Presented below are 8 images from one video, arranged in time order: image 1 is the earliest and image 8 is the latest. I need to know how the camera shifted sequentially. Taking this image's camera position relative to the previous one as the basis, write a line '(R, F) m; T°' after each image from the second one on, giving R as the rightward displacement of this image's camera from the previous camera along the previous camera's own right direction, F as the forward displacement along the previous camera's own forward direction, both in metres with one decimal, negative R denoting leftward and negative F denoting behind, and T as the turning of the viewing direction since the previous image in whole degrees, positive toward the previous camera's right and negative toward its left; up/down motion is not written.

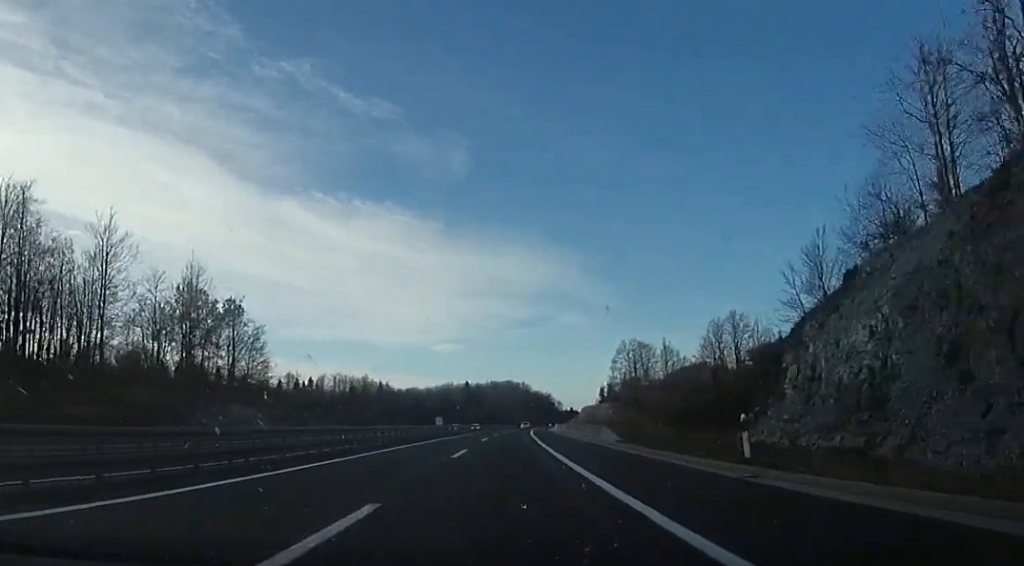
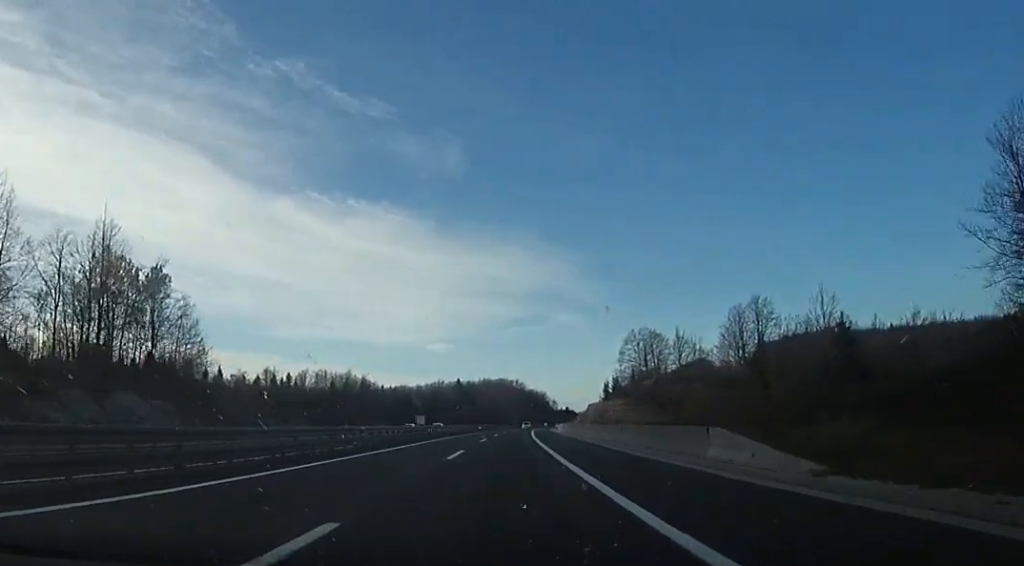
(-0.3, +20.4) m; +1°
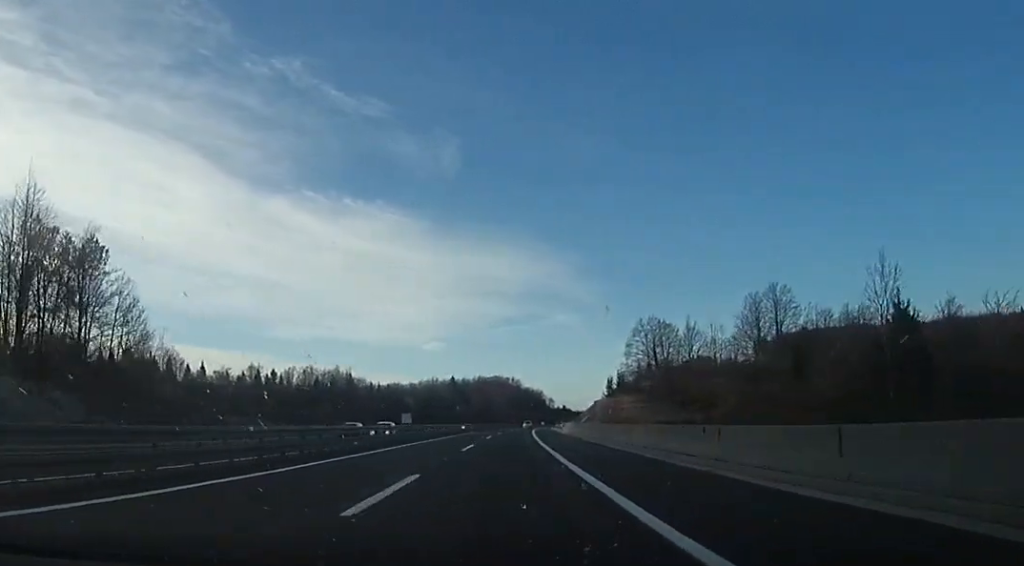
(+0.3, +12.8) m; +2°
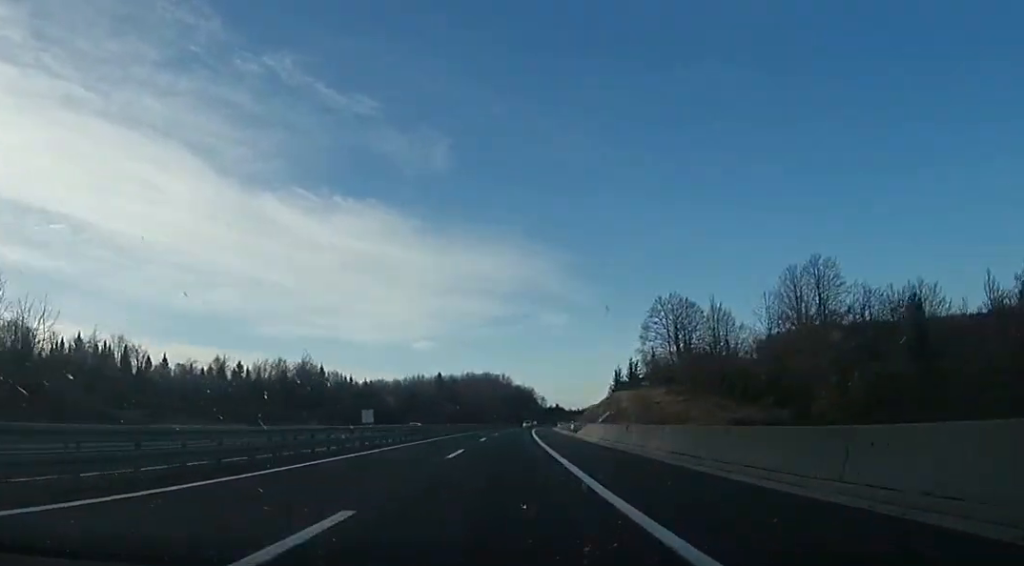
(+0.6, +24.1) m; +3°
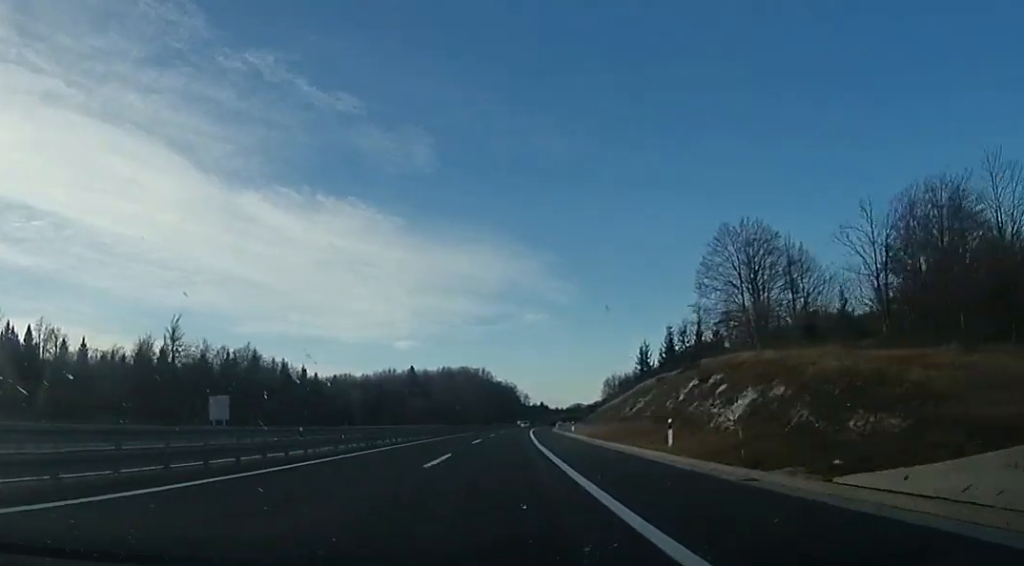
(+1.1, +42.2) m; +1°
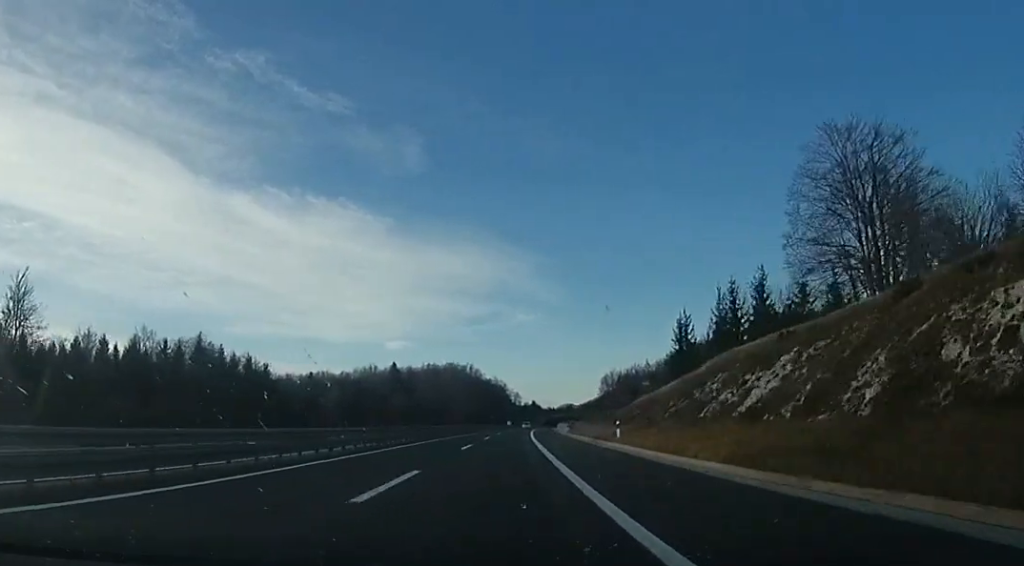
(0.0, +26.6) m; 0°
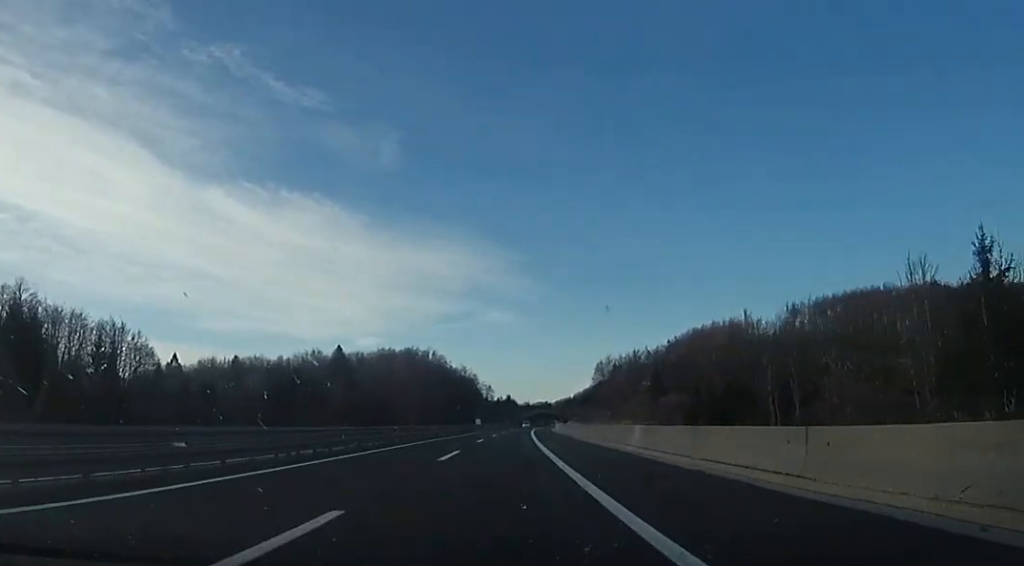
(+1.5, +64.1) m; +2°
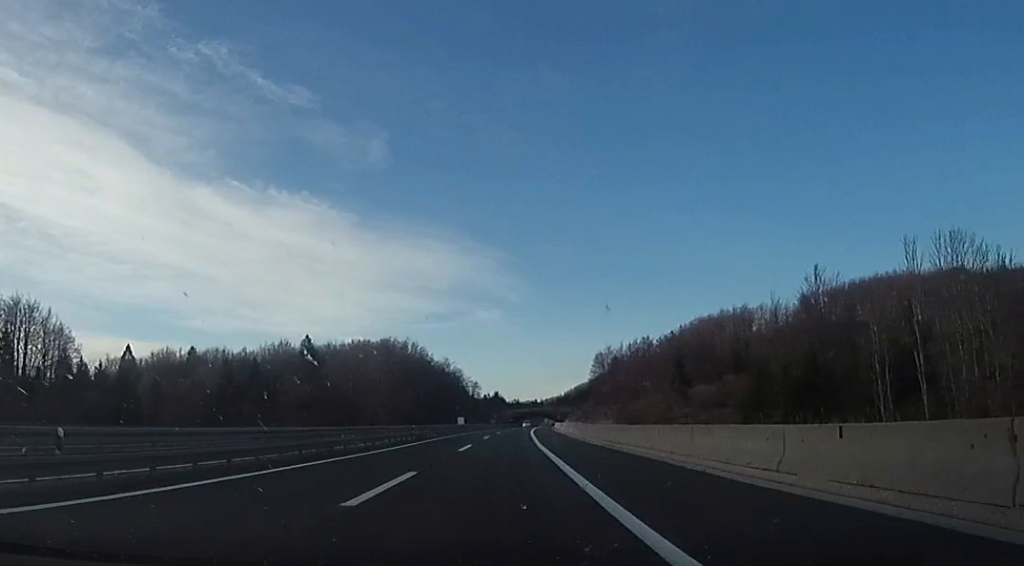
(-0.7, +29.3) m; +2°
